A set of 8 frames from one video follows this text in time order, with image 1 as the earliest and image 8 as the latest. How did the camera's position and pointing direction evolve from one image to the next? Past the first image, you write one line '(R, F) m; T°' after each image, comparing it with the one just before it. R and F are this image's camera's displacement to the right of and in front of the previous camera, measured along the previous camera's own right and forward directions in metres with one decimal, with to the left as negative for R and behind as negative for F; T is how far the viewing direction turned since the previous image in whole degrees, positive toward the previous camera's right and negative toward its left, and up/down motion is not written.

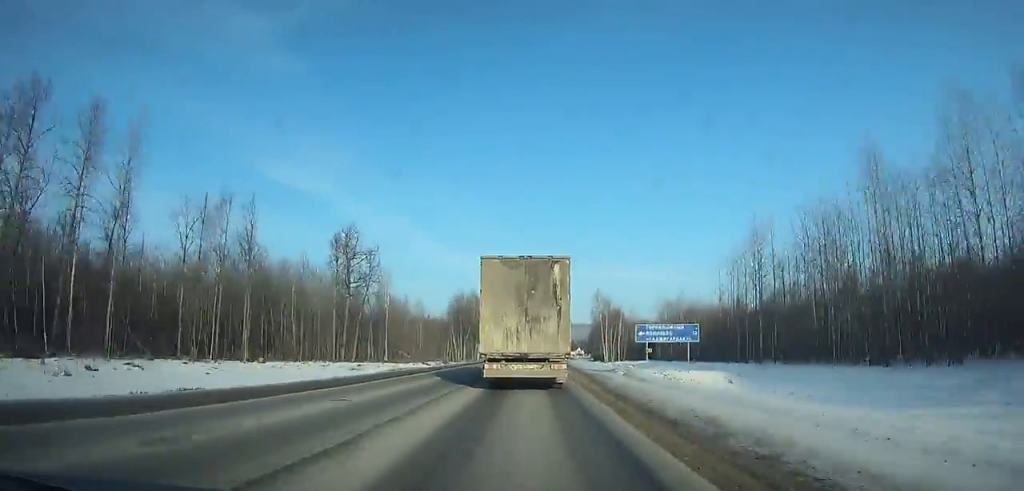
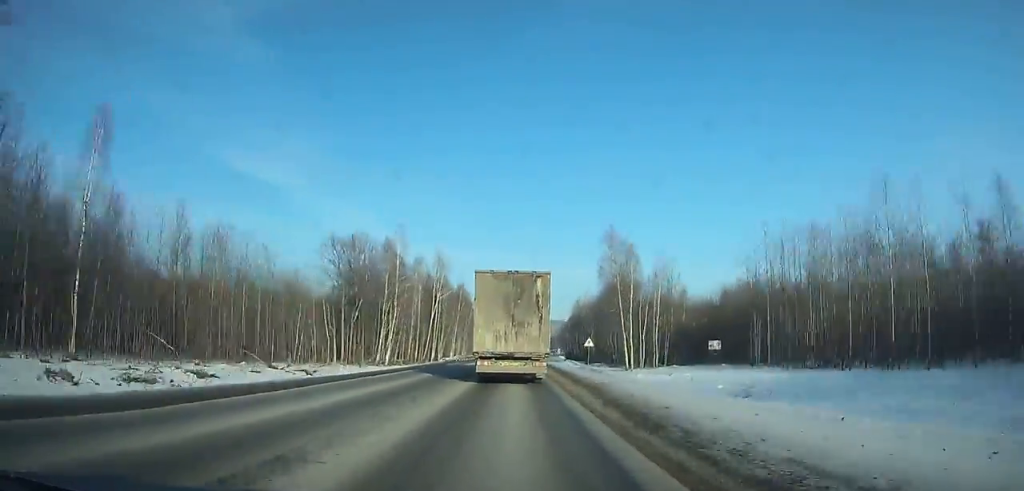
(+1.4, +71.9) m; +2°
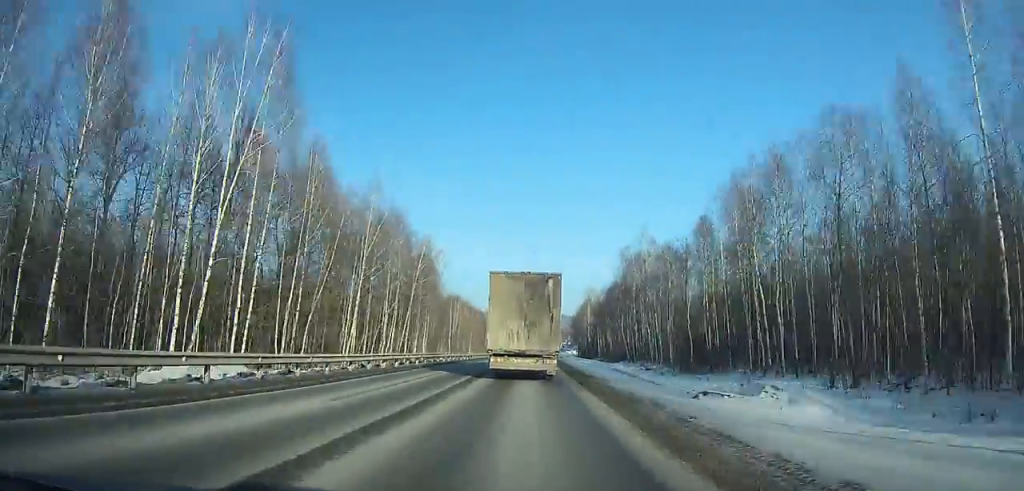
(+0.6, +75.0) m; +1°
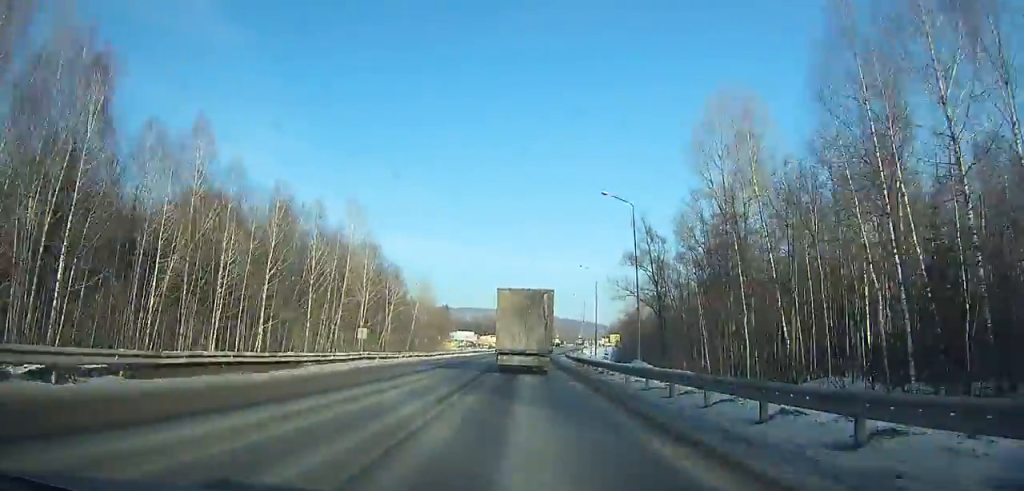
(+3.7, +186.6) m; +3°
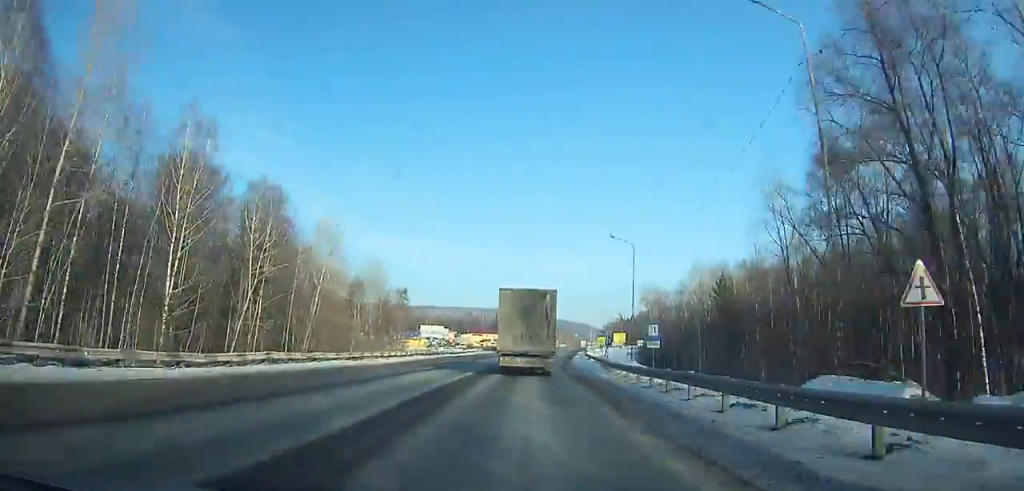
(+0.5, +50.6) m; +2°
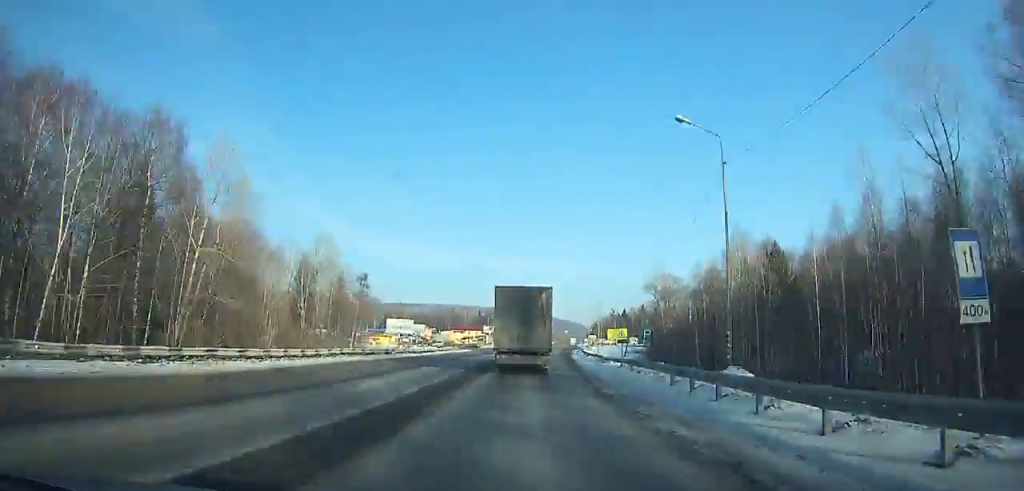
(+0.4, +24.4) m; +1°
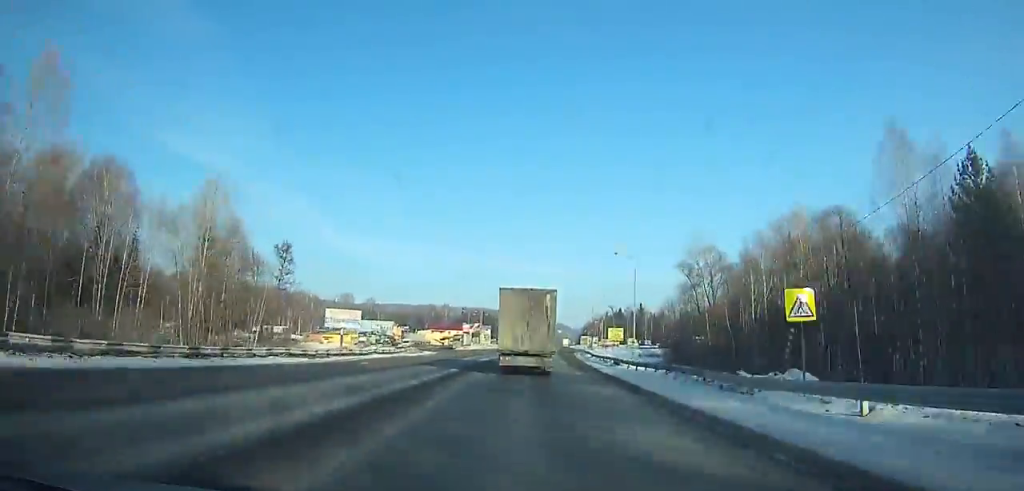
(+0.6, +34.6) m; +1°
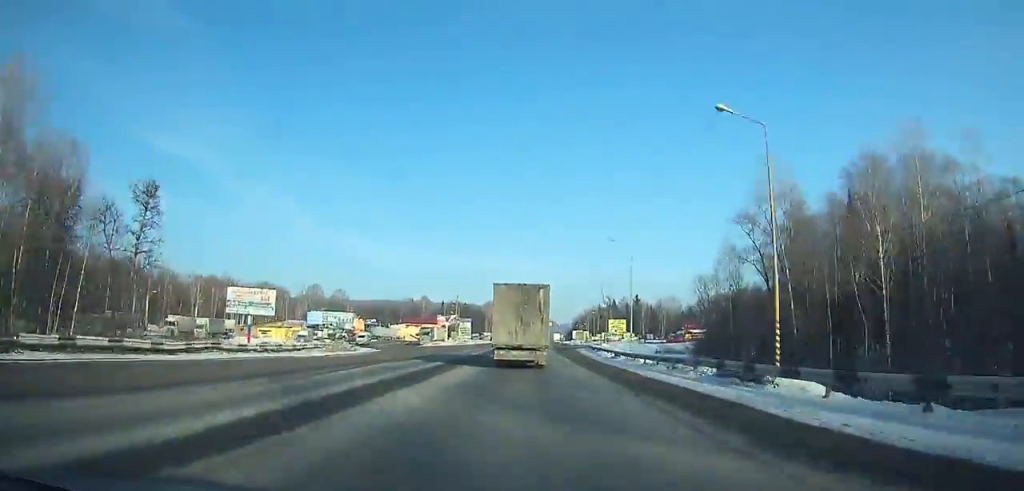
(+0.3, +30.7) m; +1°
